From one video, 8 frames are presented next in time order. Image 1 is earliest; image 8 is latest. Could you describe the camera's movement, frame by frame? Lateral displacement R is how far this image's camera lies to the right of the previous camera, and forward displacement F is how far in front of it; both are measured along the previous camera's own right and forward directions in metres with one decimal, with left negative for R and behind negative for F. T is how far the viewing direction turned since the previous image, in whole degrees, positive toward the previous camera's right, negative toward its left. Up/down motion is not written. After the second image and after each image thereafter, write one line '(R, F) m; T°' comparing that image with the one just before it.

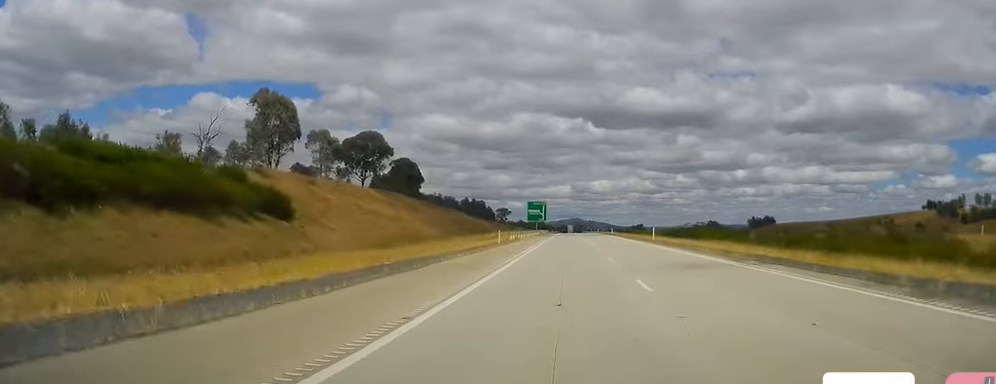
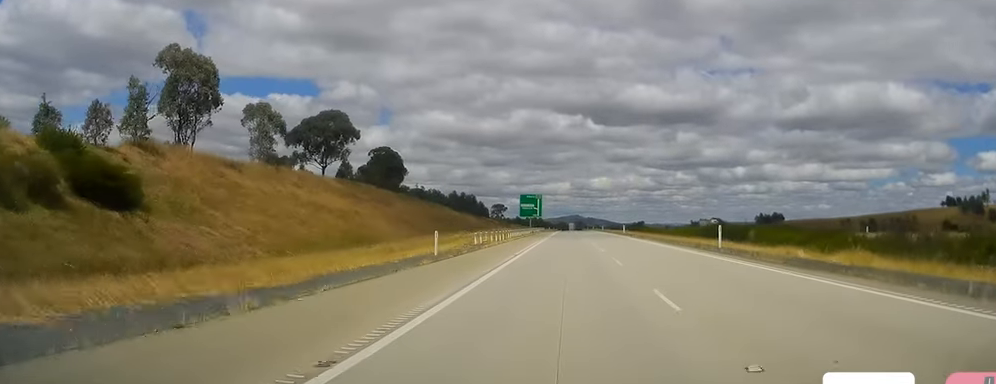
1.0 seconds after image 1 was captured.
(-0.1, +27.7) m; 0°
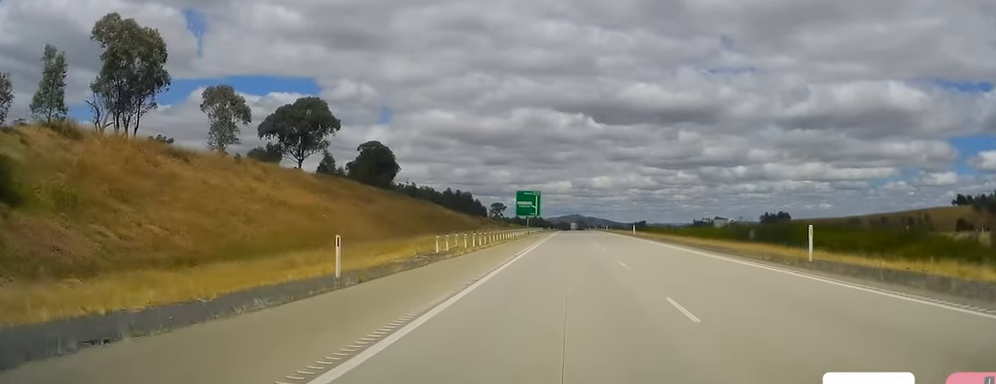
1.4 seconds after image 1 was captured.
(0.0, +13.4) m; 0°
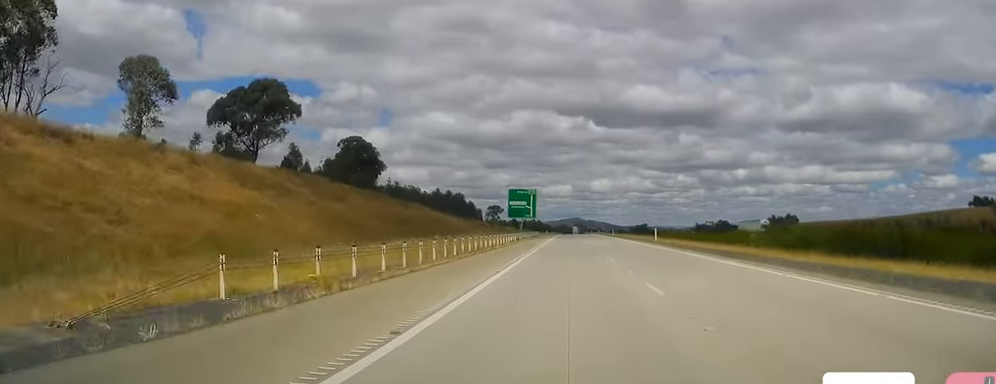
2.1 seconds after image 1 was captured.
(0.0, +20.1) m; 0°
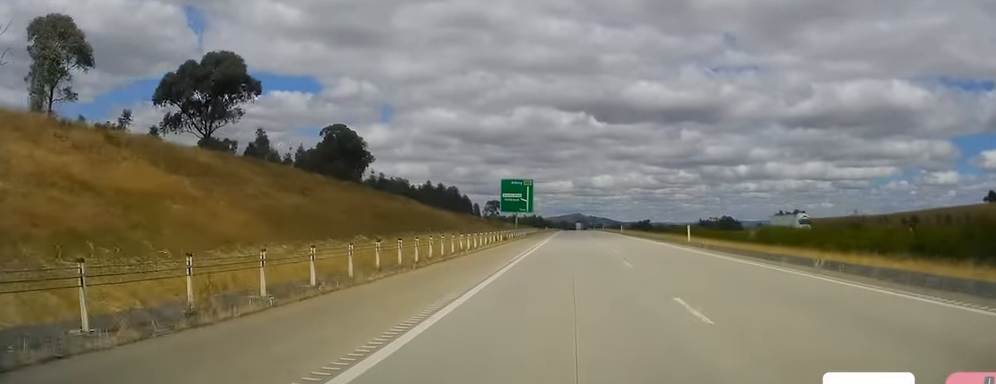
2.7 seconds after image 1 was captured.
(+0.1, +16.3) m; 0°
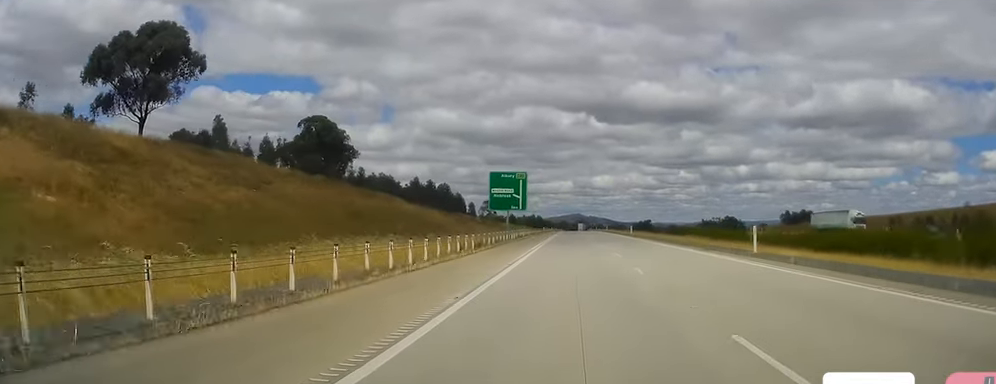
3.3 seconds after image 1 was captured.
(+0.1, +16.3) m; 0°
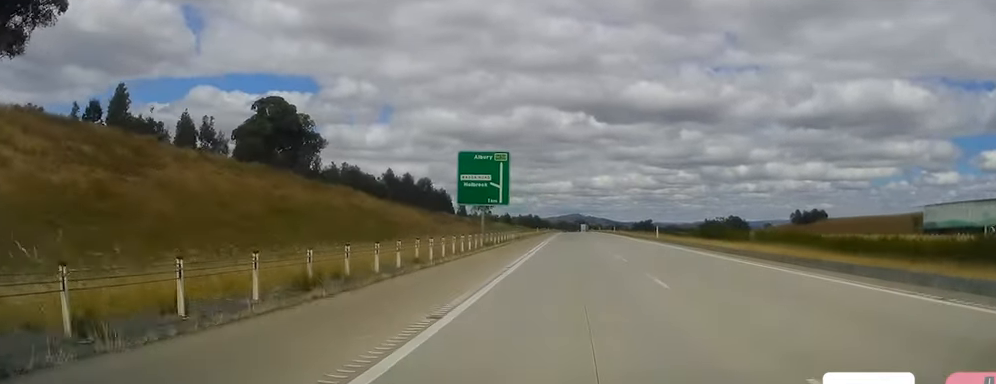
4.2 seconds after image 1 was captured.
(+0.1, +26.7) m; -1°
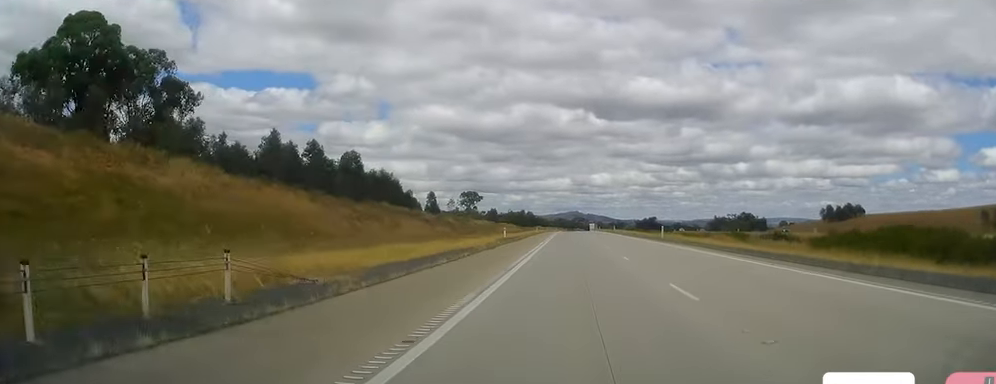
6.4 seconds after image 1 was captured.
(-0.9, +63.2) m; 0°
